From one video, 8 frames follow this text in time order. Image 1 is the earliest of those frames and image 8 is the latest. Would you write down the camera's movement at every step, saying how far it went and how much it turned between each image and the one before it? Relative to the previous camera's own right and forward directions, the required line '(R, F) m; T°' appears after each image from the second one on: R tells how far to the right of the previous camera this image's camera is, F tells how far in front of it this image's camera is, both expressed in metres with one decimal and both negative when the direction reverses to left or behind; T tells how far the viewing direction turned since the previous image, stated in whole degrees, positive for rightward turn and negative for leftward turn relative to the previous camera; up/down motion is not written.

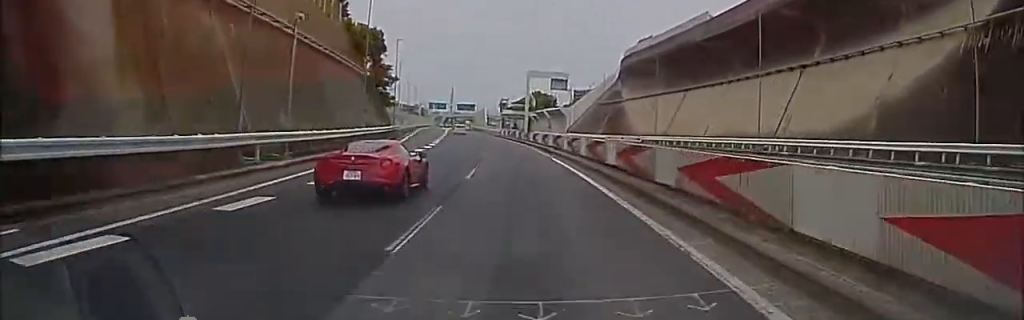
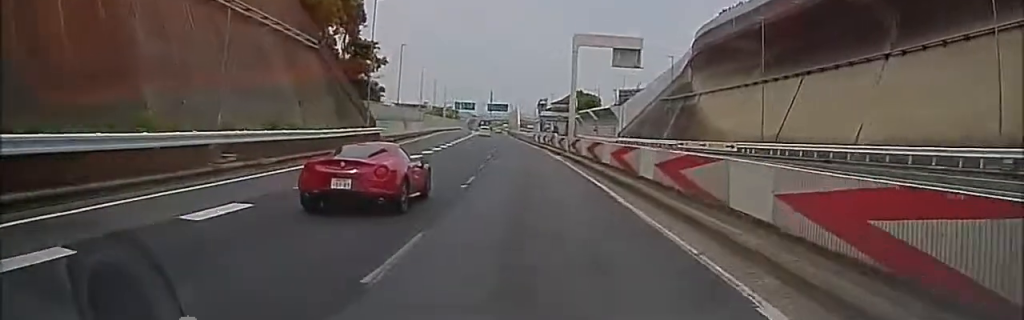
(-0.6, +22.2) m; -2°
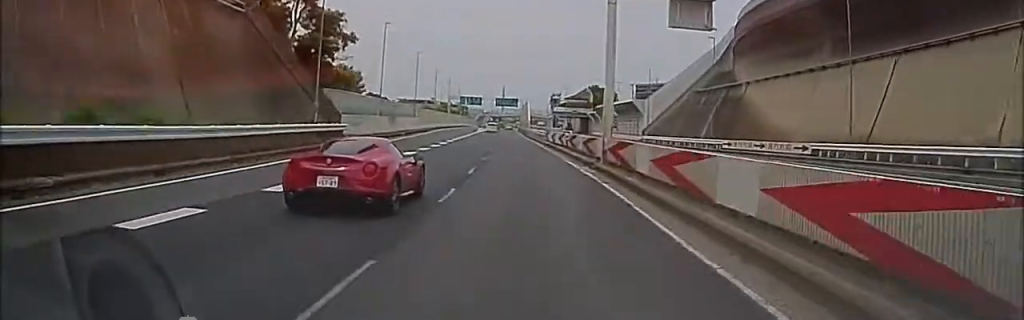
(-0.2, +11.5) m; -1°
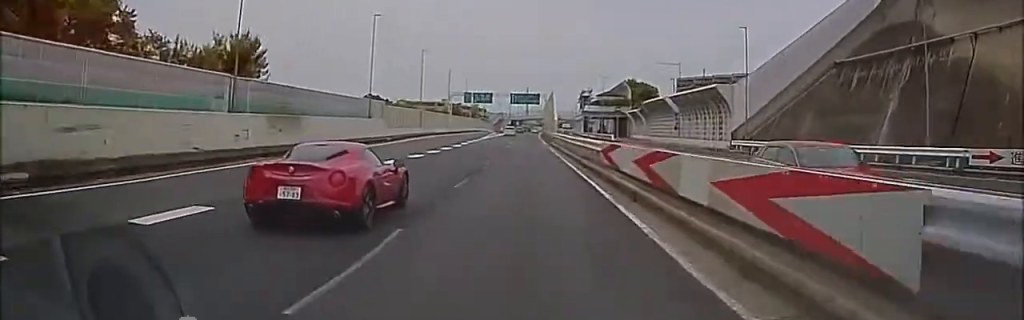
(-0.2, +29.0) m; -1°
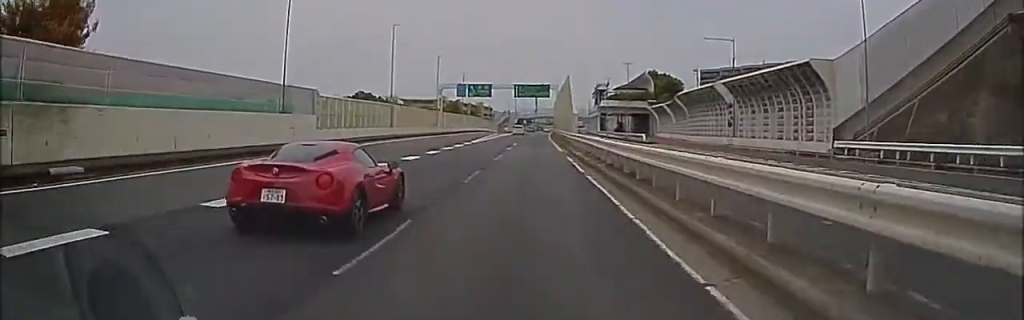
(-0.3, +17.2) m; 0°
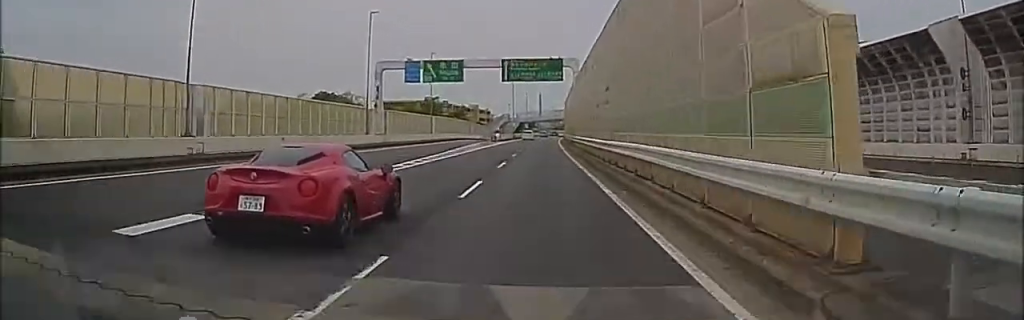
(+0.1, +30.8) m; 0°
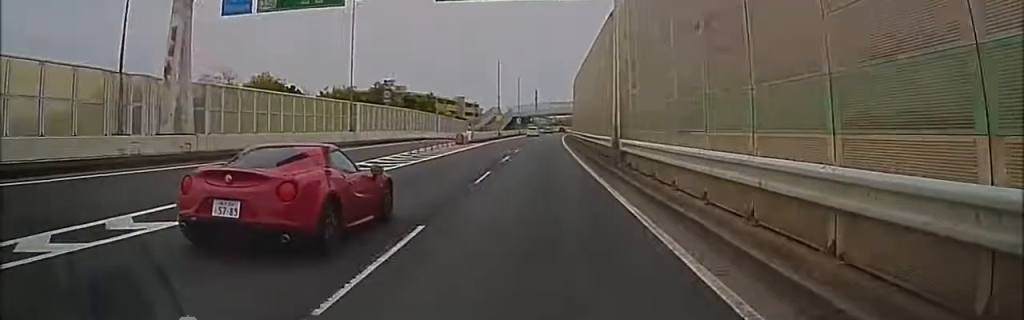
(-0.3, +26.1) m; -1°
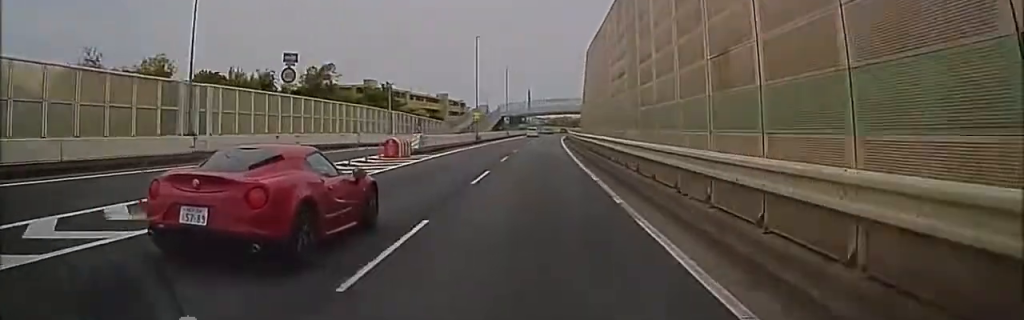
(-0.1, +19.0) m; 0°
